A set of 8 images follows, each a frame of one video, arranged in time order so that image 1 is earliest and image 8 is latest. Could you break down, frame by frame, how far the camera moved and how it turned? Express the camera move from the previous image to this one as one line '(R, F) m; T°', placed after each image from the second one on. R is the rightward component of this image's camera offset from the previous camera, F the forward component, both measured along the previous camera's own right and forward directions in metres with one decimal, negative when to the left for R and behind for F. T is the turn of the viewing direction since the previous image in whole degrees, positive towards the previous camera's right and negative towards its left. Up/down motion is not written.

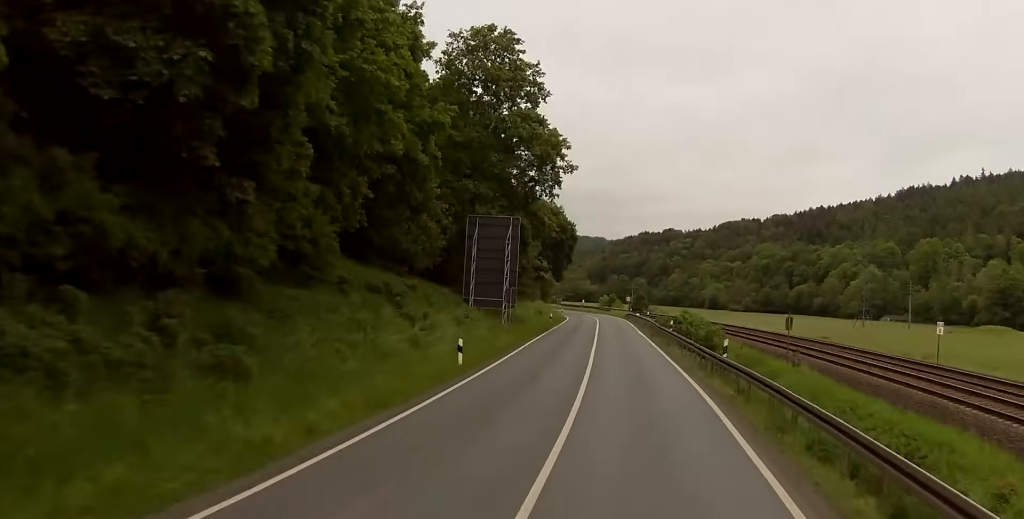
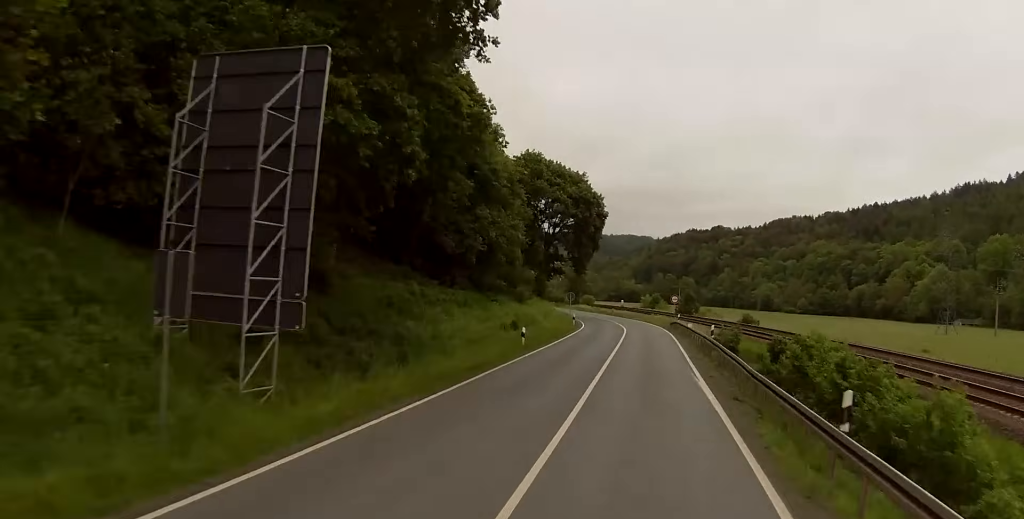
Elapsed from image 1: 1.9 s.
(-1.1, +37.9) m; -3°
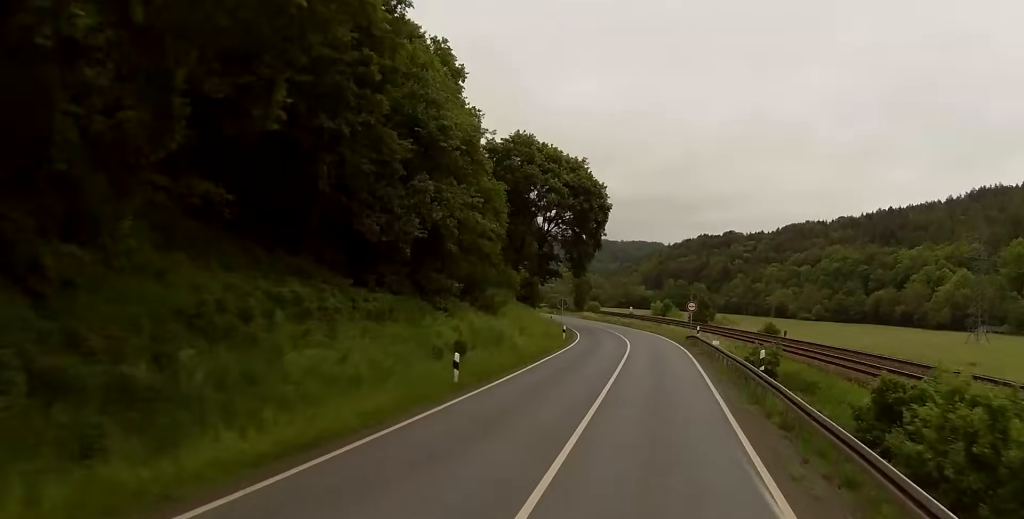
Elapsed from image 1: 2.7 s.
(-0.3, +15.4) m; -1°
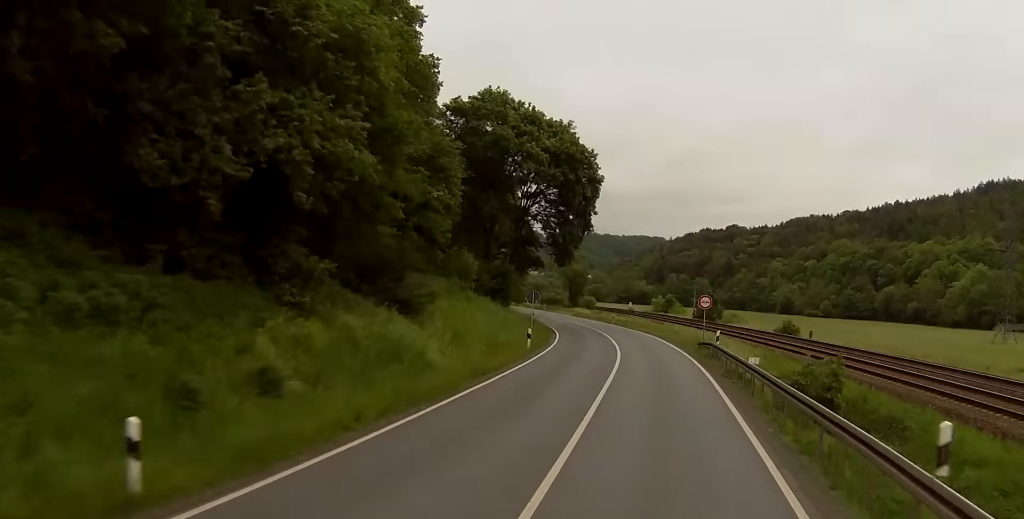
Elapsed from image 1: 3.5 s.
(-0.1, +15.9) m; -1°
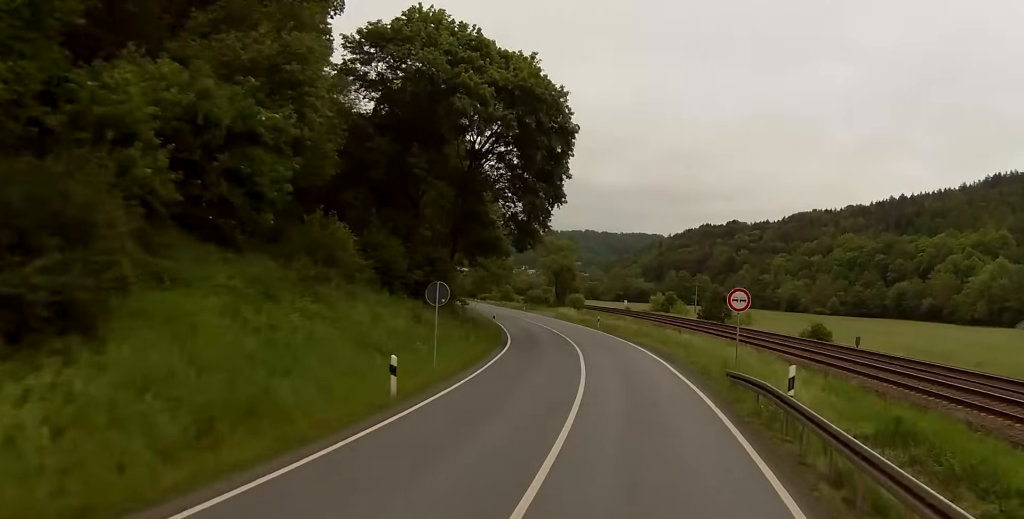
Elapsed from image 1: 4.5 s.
(0.0, +20.5) m; -1°
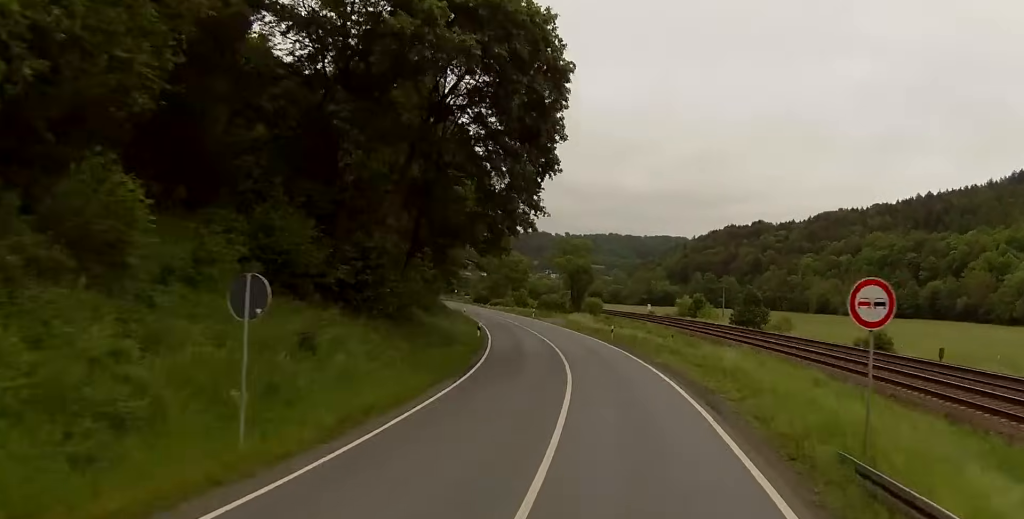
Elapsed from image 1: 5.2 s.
(-0.1, +14.5) m; -1°
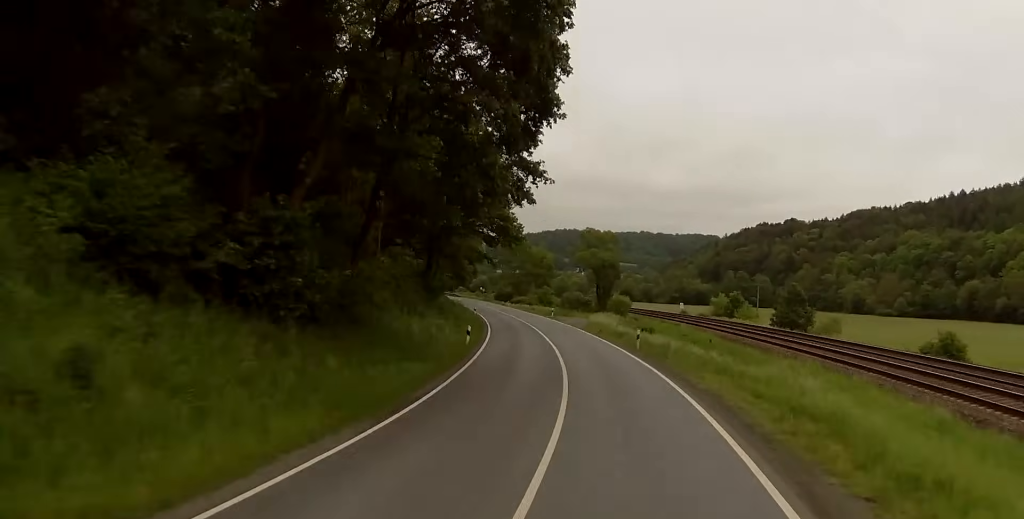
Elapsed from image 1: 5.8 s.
(-0.2, +11.3) m; -1°
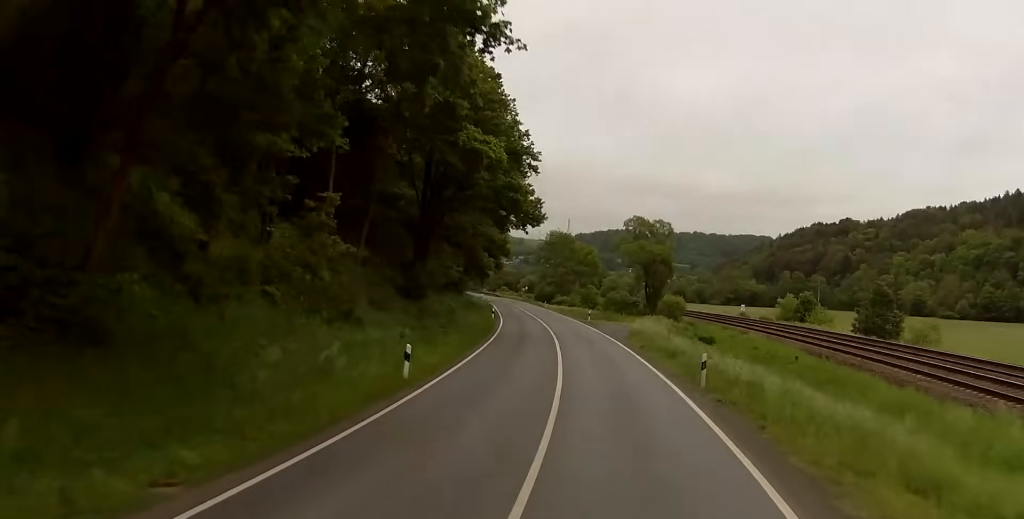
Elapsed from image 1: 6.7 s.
(-0.1, +18.0) m; -1°
